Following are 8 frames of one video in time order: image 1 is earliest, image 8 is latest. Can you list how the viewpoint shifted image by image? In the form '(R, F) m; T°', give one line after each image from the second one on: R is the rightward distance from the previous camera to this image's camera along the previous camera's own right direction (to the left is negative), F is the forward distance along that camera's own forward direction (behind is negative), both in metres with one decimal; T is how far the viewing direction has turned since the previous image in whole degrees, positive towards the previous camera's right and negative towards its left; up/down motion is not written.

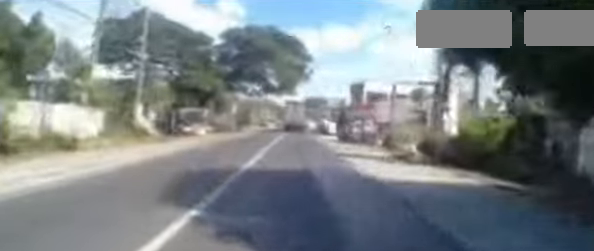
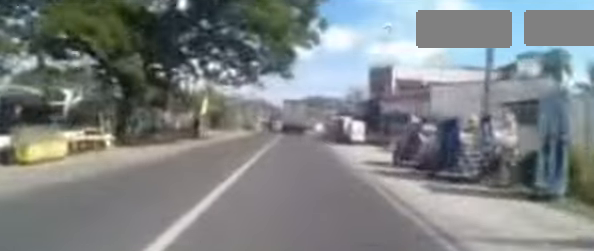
(0.0, +14.0) m; +2°
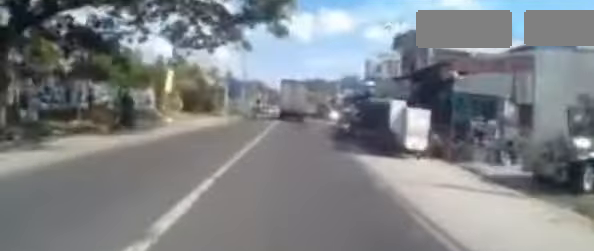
(+0.3, +8.1) m; +2°
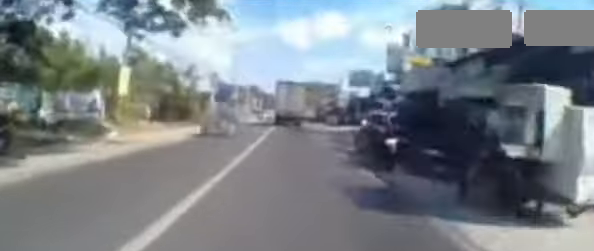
(-0.1, +4.8) m; -2°
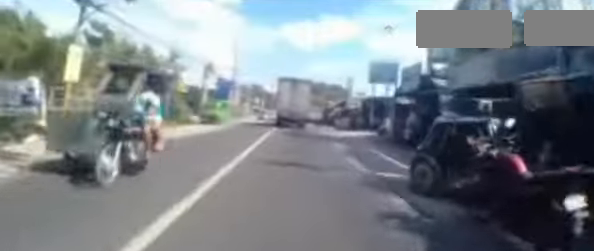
(0.0, +3.8) m; -2°
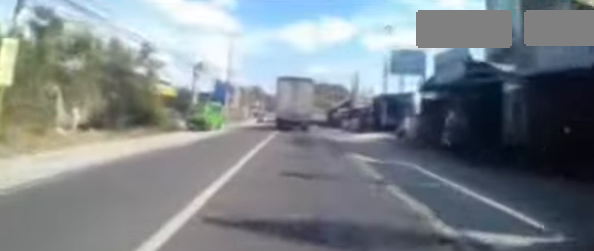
(-0.1, +3.0) m; -2°
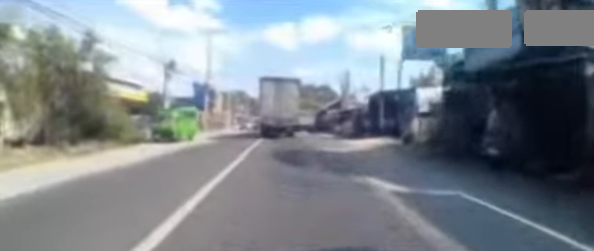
(-0.1, +3.0) m; +1°
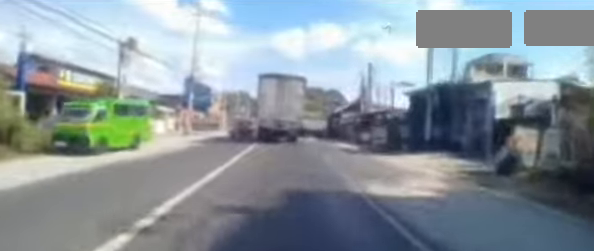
(+0.5, +6.6) m; +4°
